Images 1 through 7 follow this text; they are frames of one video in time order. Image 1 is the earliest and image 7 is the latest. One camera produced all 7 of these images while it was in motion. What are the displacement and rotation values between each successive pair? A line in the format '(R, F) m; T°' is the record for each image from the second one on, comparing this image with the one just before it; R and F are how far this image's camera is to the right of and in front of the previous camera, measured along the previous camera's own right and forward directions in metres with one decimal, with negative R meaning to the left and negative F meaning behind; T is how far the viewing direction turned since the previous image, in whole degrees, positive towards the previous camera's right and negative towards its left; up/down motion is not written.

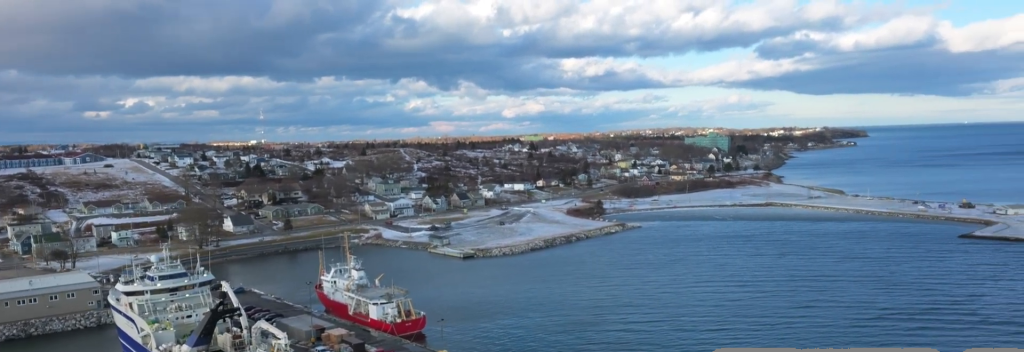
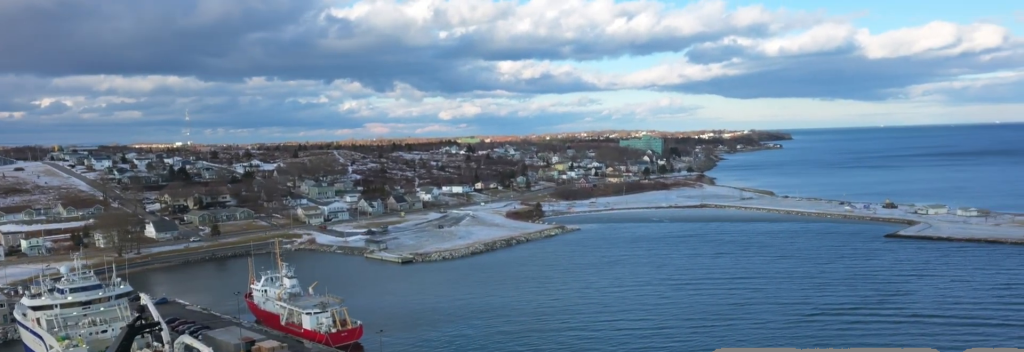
(+0.2, +5.3) m; +4°
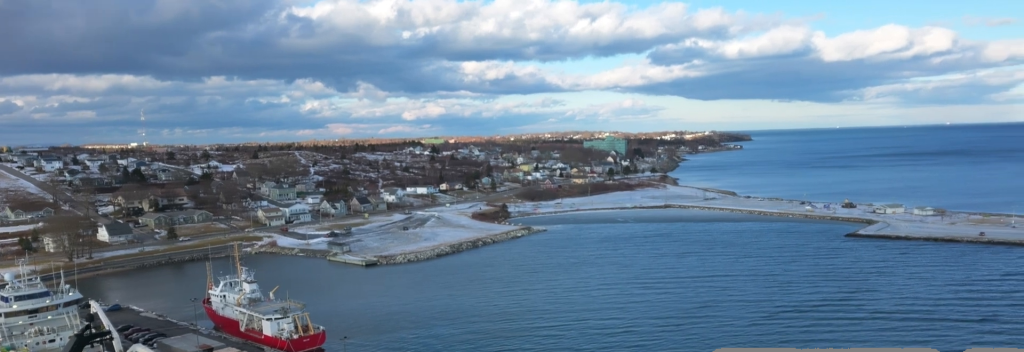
(+0.1, +3.0) m; +2°
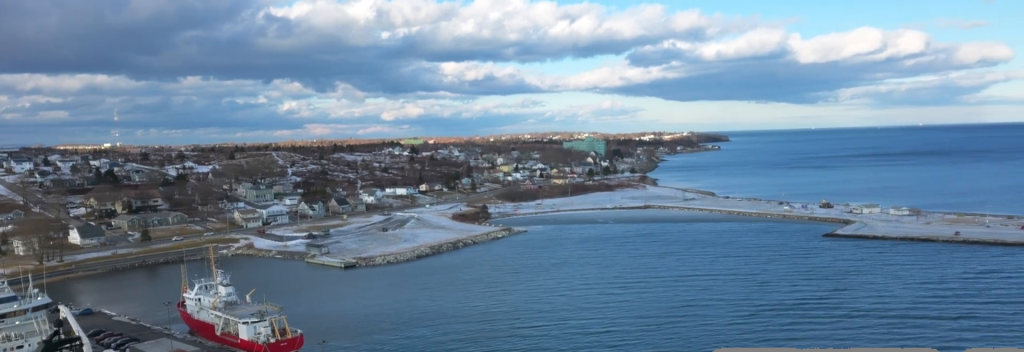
(0.0, +1.7) m; +2°
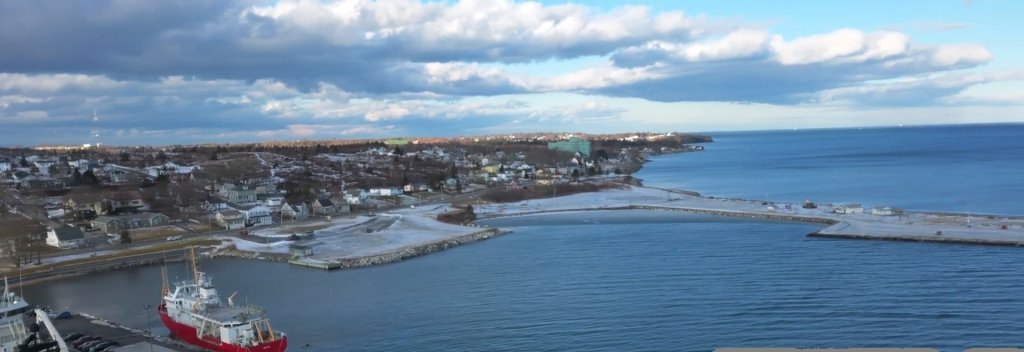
(0.0, +1.3) m; +1°
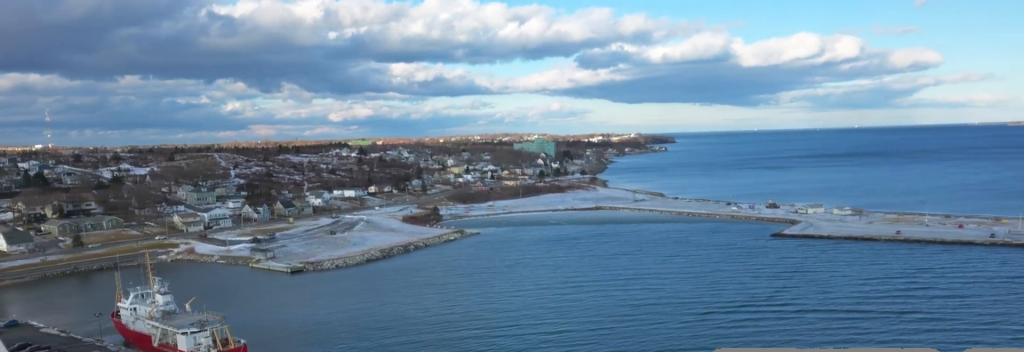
(+0.1, +3.0) m; +3°
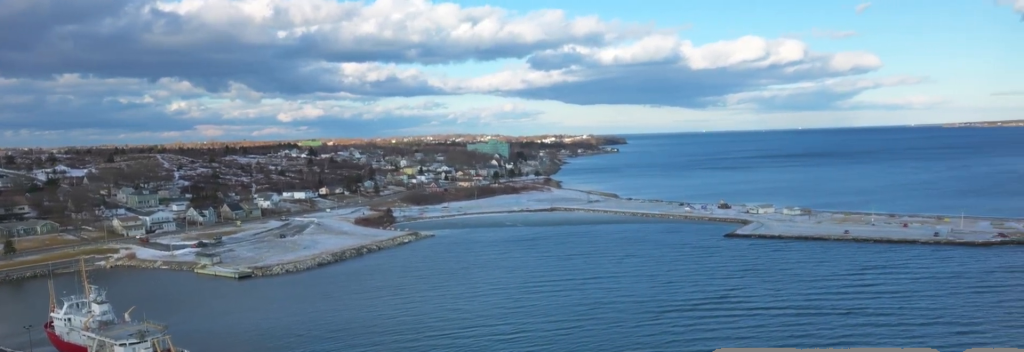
(+0.1, +3.9) m; +2°
